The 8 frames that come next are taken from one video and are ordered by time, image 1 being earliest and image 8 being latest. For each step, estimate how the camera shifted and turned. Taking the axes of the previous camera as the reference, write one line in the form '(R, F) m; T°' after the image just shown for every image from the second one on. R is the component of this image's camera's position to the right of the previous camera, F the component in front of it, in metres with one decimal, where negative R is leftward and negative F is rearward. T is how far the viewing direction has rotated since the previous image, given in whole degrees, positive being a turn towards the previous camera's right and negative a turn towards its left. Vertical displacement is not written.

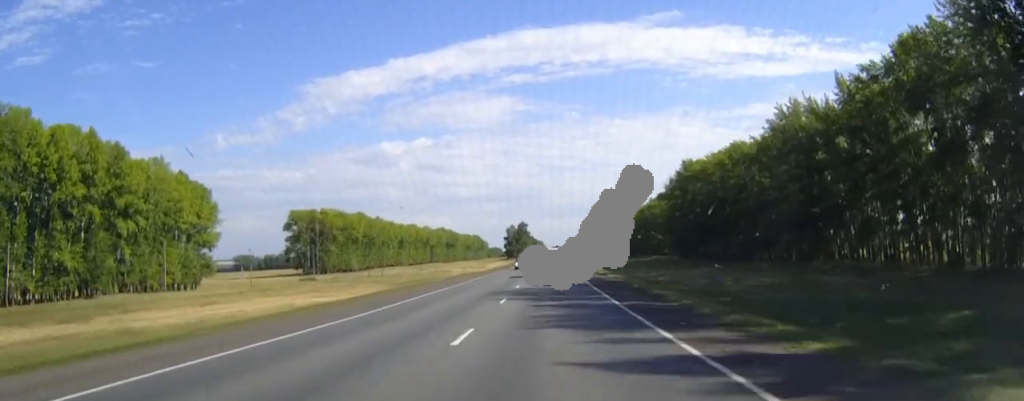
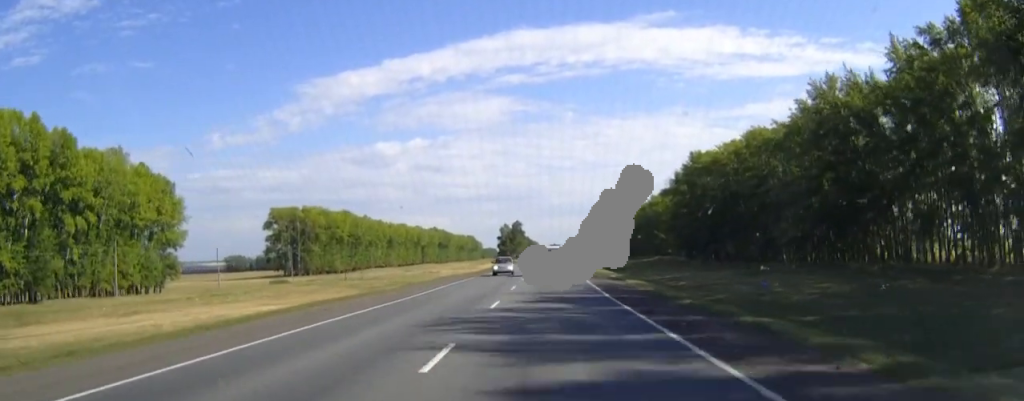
(0.0, +15.1) m; 0°
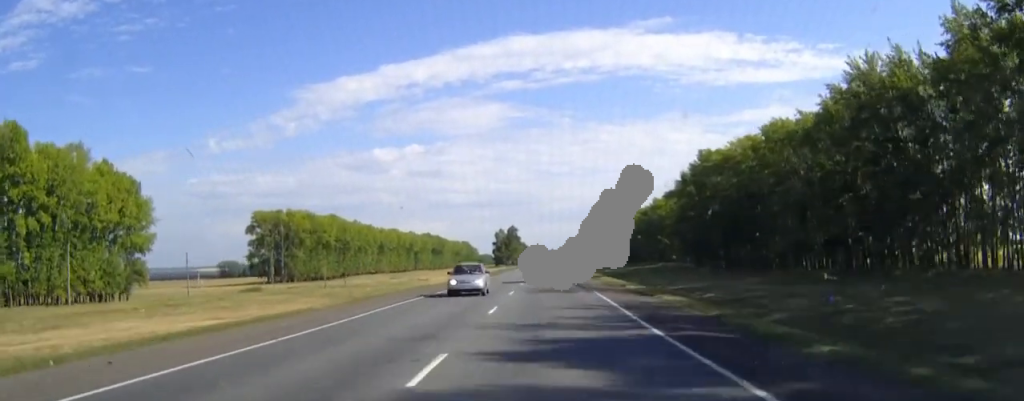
(0.0, +12.7) m; 0°
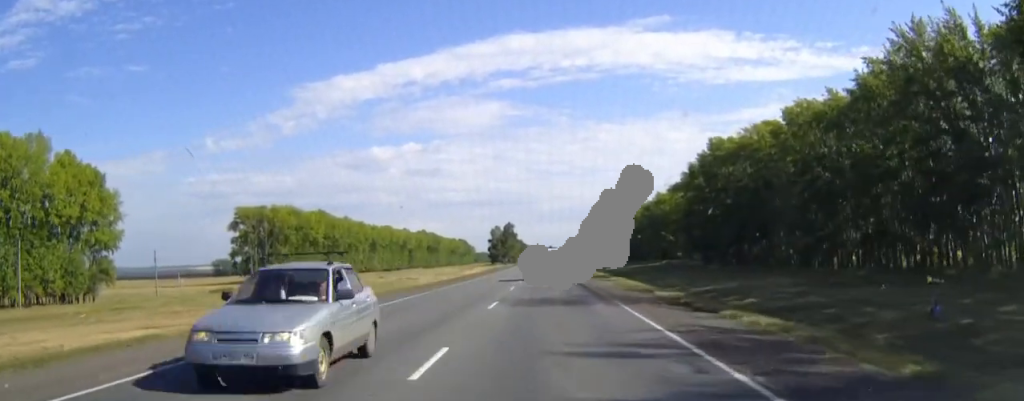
(0.0, +11.7) m; 0°
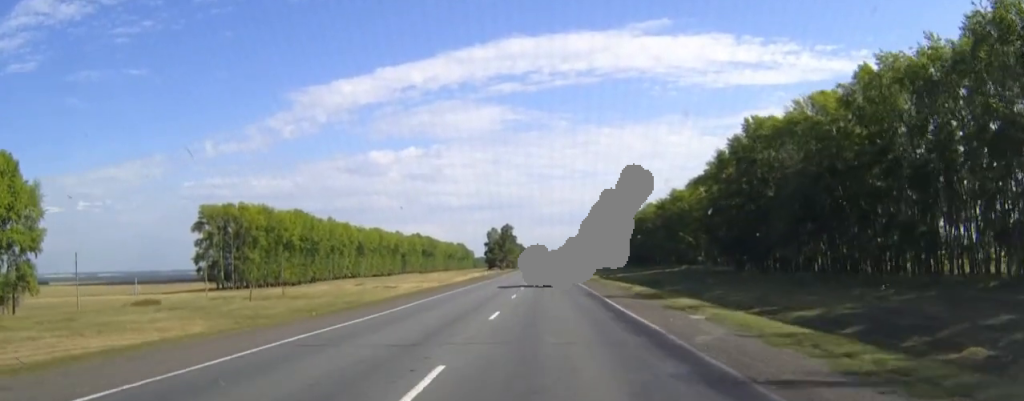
(0.0, +25.6) m; 0°
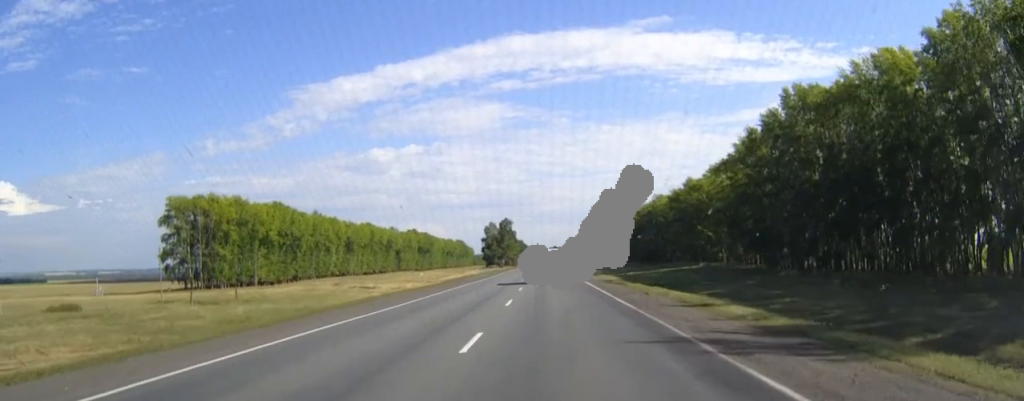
(0.0, +19.9) m; 0°
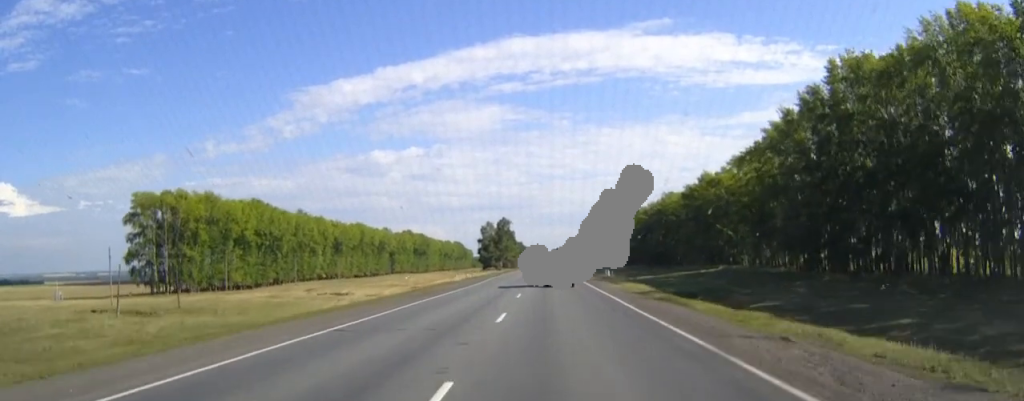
(0.0, +17.4) m; 0°
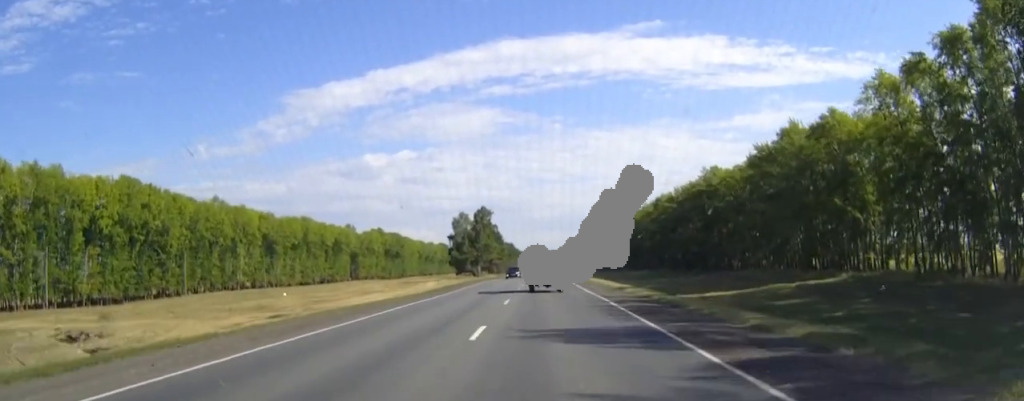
(+0.3, +63.9) m; 0°
